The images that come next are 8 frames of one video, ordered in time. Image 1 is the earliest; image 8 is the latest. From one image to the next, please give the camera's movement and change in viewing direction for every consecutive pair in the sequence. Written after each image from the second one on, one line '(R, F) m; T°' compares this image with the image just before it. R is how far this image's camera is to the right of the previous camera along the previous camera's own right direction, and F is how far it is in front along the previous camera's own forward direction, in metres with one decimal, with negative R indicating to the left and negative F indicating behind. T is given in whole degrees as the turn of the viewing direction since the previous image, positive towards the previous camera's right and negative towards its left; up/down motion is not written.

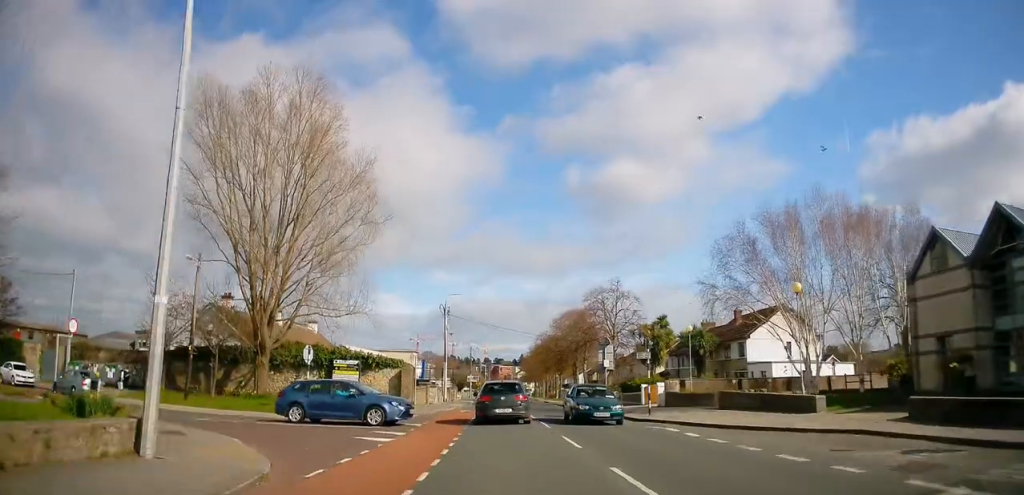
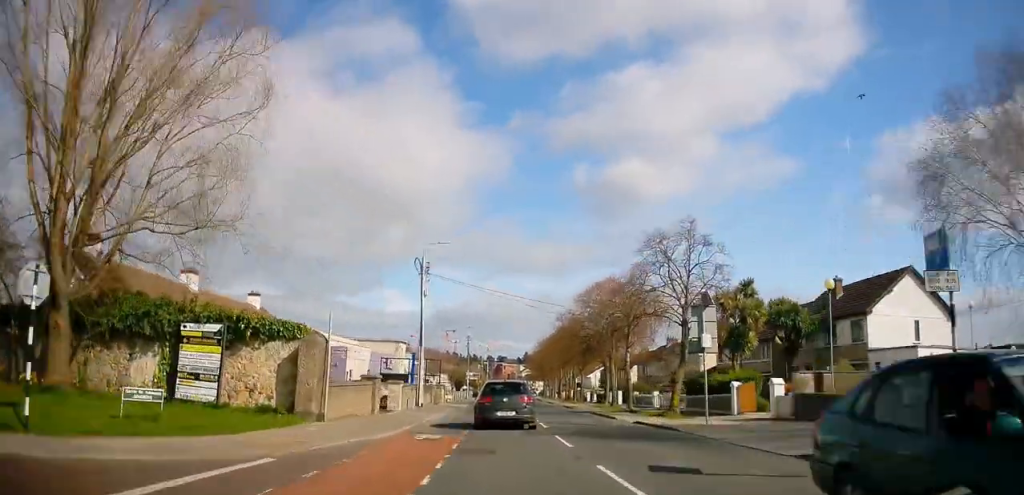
(+0.4, +17.7) m; +1°
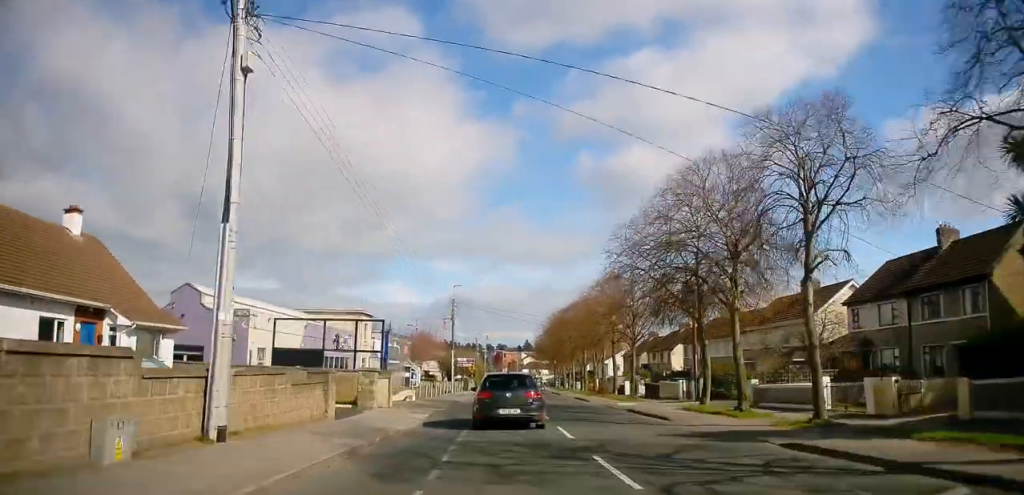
(-0.8, +24.4) m; -2°
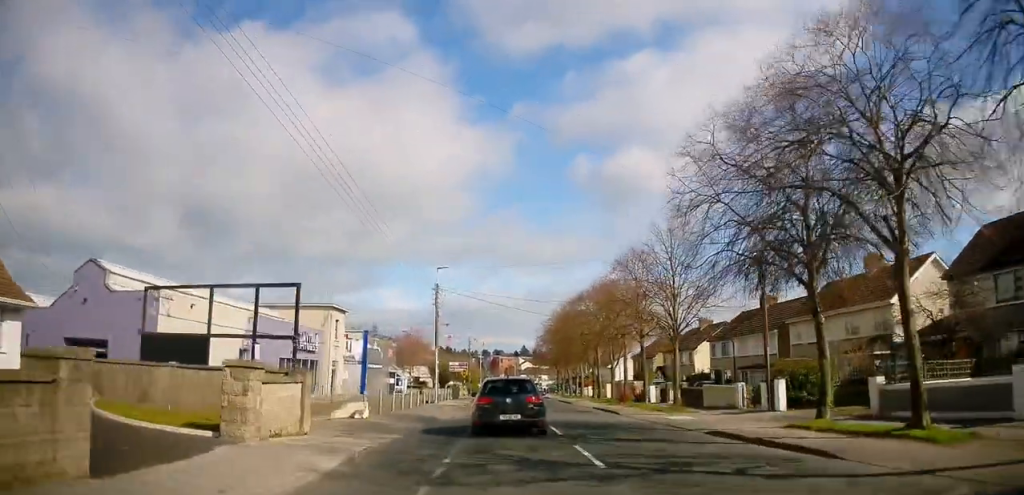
(+0.2, +10.1) m; +1°
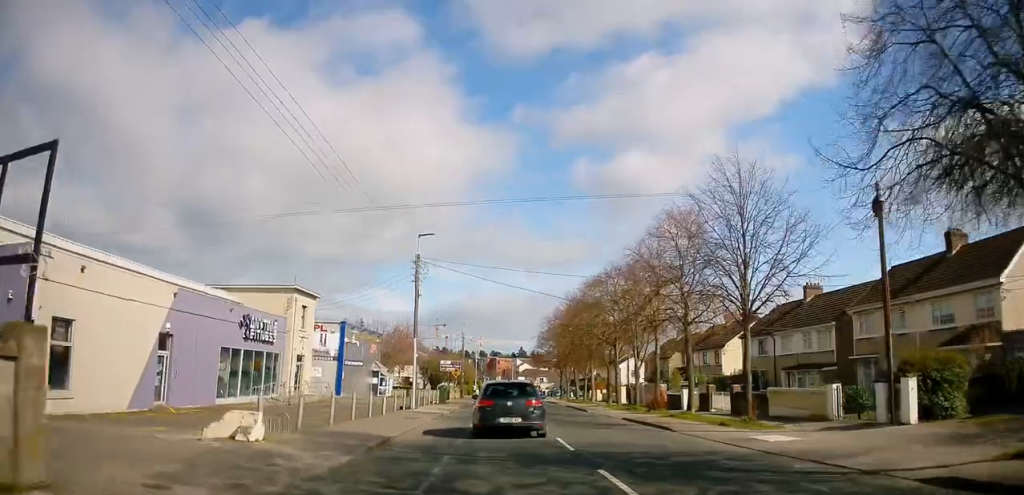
(-0.2, +9.2) m; 0°
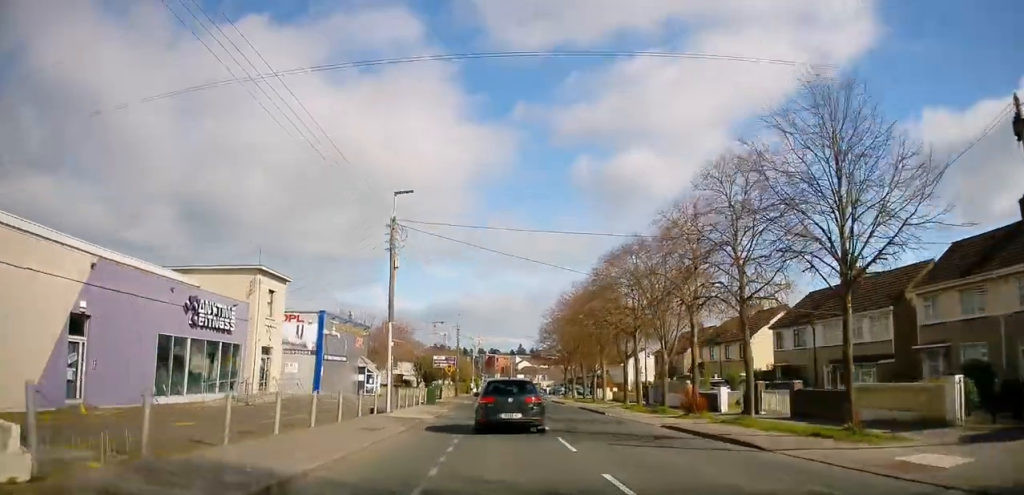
(+0.1, +6.8) m; 0°
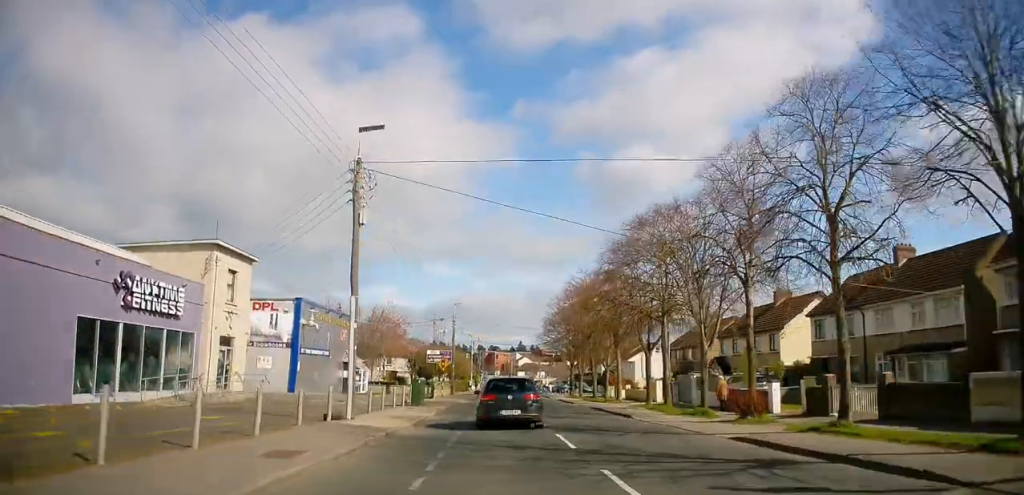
(0.0, +6.3) m; -3°
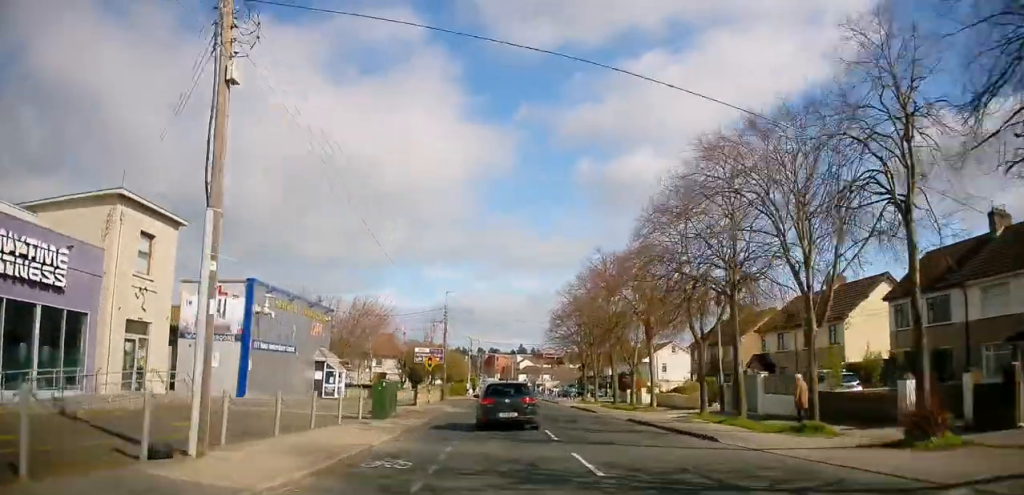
(-0.3, +9.0) m; -5°
